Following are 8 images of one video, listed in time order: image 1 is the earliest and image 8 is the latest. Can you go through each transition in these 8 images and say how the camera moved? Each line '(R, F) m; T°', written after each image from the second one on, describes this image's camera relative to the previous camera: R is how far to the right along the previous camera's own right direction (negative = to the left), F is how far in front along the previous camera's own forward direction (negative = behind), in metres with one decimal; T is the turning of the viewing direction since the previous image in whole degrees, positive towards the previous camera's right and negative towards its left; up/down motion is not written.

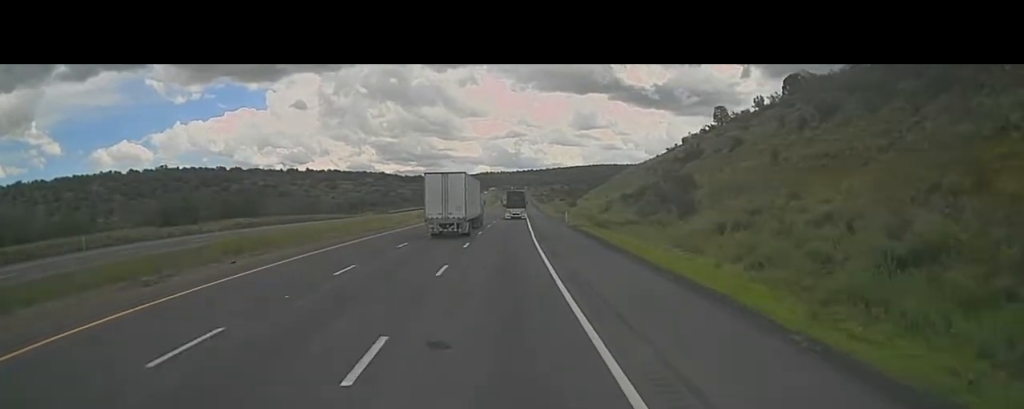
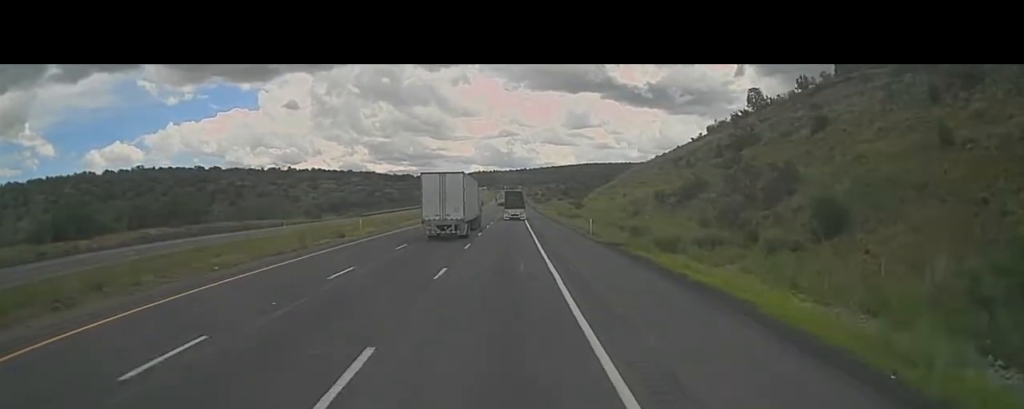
(+0.6, +25.5) m; +1°
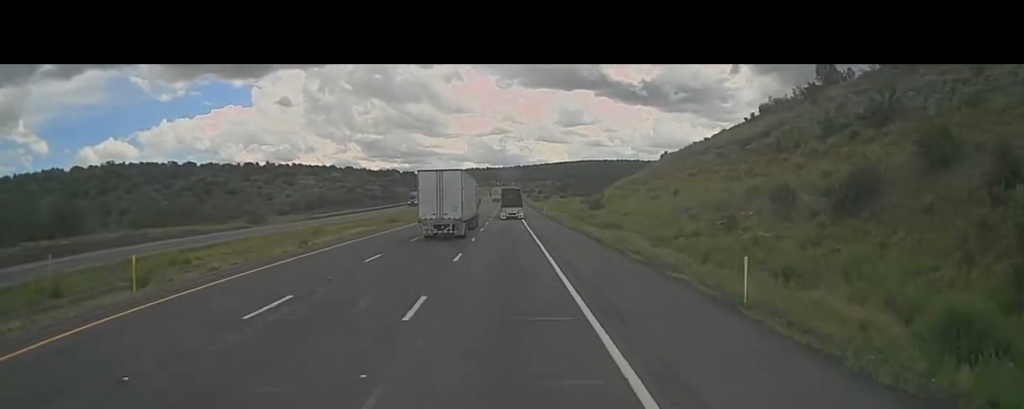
(-0.1, +31.3) m; 0°
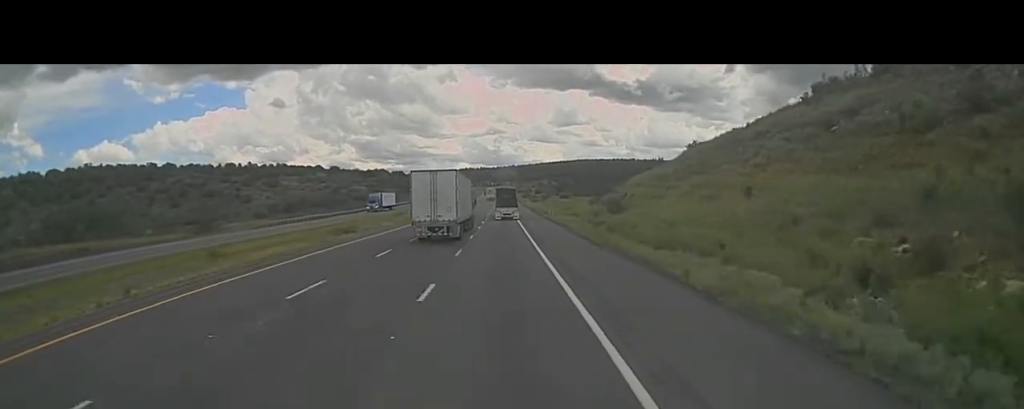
(0.0, +21.1) m; 0°
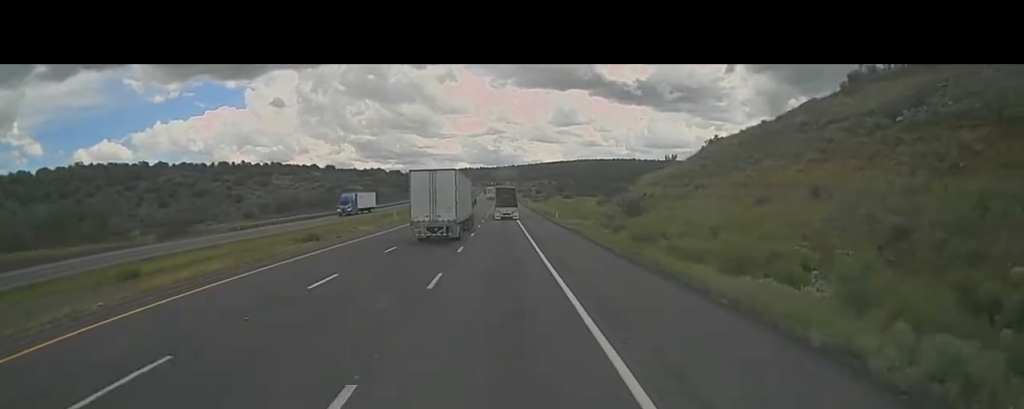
(0.0, +10.1) m; +1°
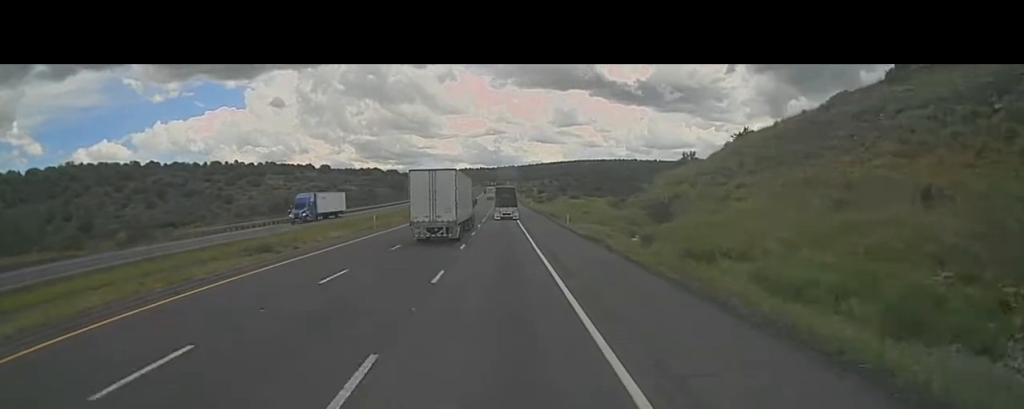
(-0.1, +11.0) m; +1°
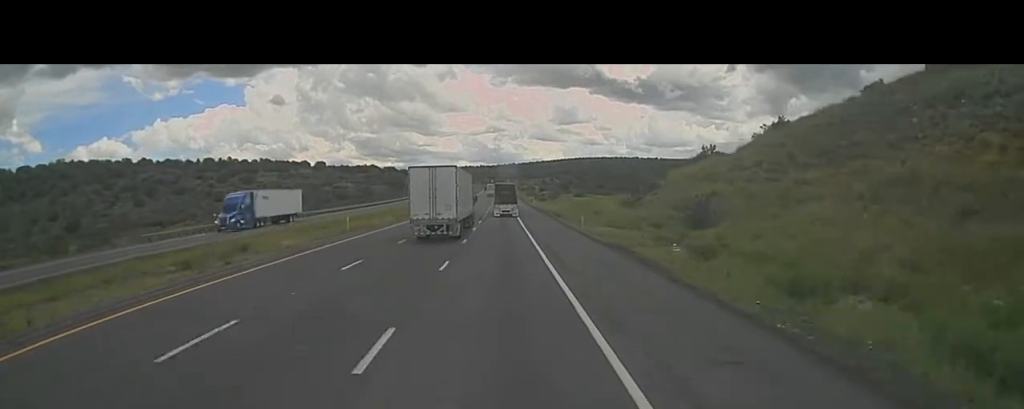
(+0.2, +10.1) m; 0°
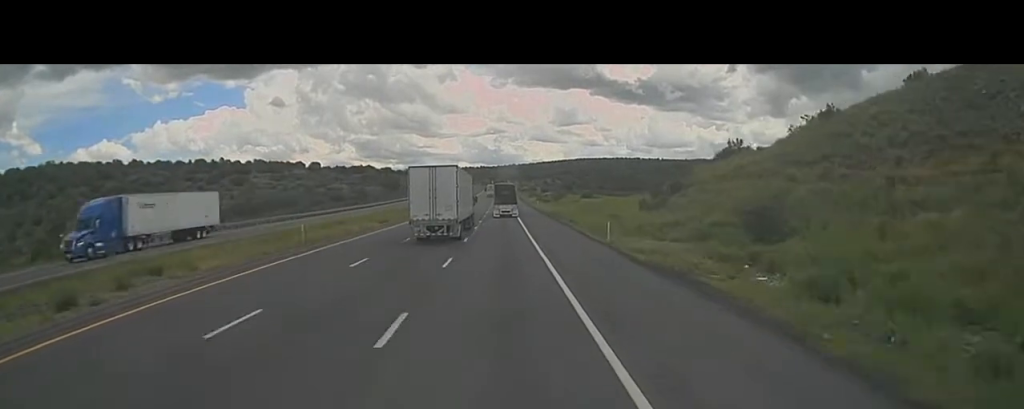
(+0.2, +10.9) m; 0°
